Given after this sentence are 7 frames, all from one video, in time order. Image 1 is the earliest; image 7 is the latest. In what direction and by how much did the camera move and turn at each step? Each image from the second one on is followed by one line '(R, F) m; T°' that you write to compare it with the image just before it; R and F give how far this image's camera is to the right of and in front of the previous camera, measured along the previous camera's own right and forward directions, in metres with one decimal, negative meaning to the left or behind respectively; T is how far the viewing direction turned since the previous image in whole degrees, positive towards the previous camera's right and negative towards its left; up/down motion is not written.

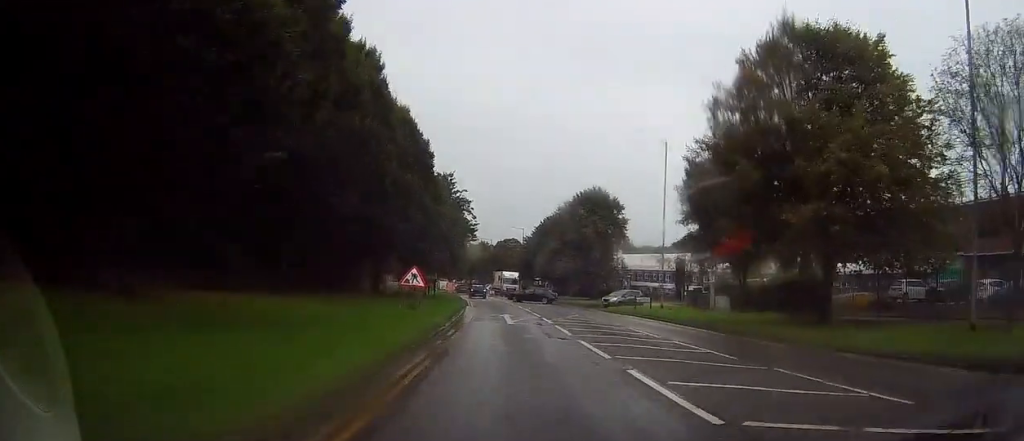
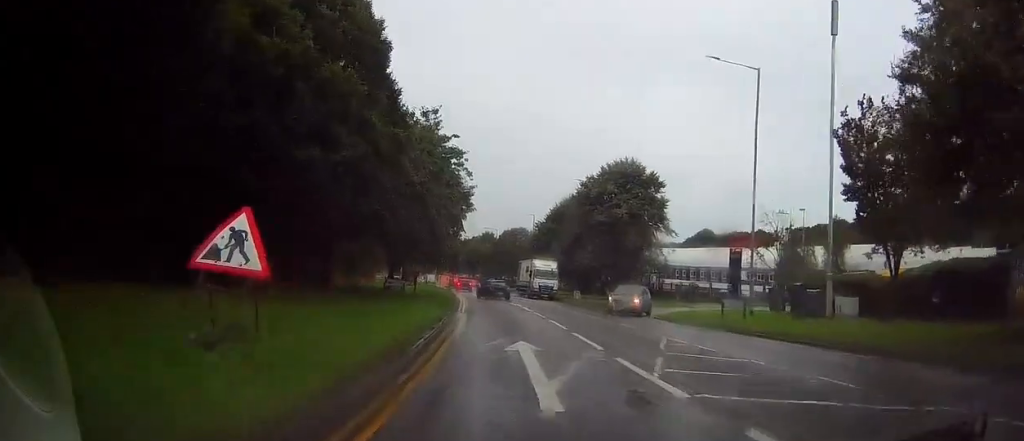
(+0.1, +16.8) m; -1°
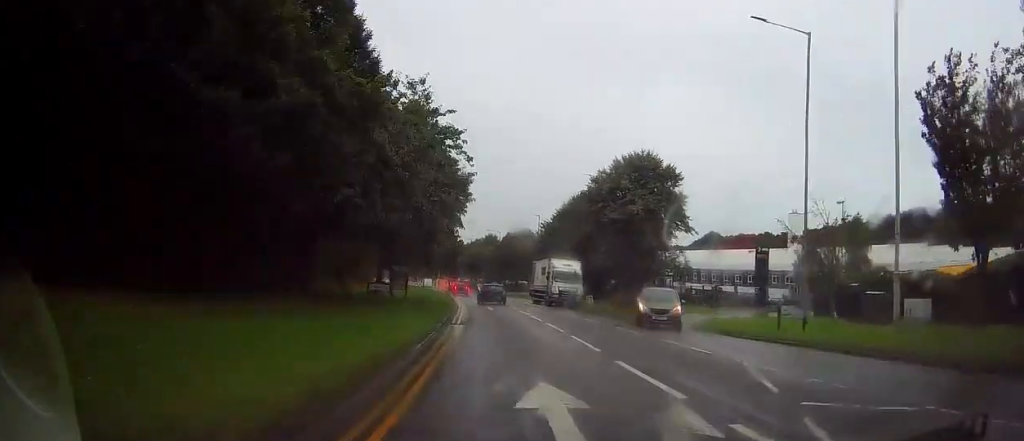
(+0.1, +5.6) m; -2°
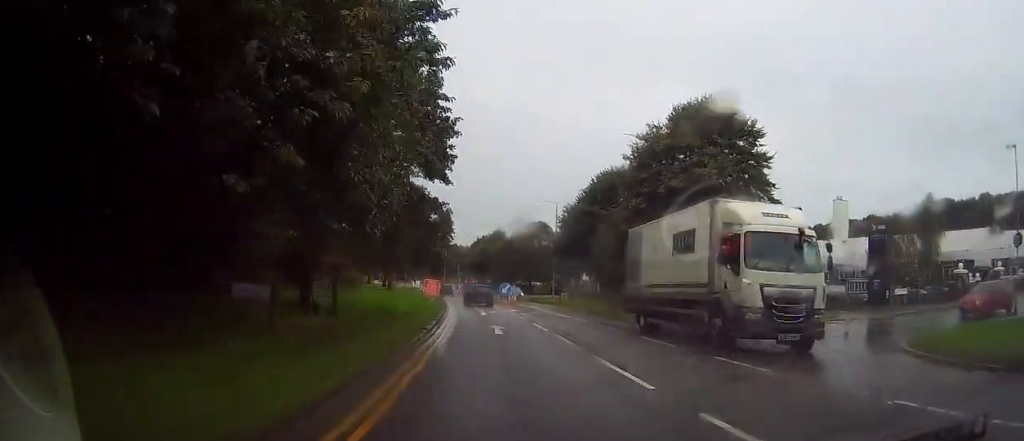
(-0.5, +17.1) m; -1°
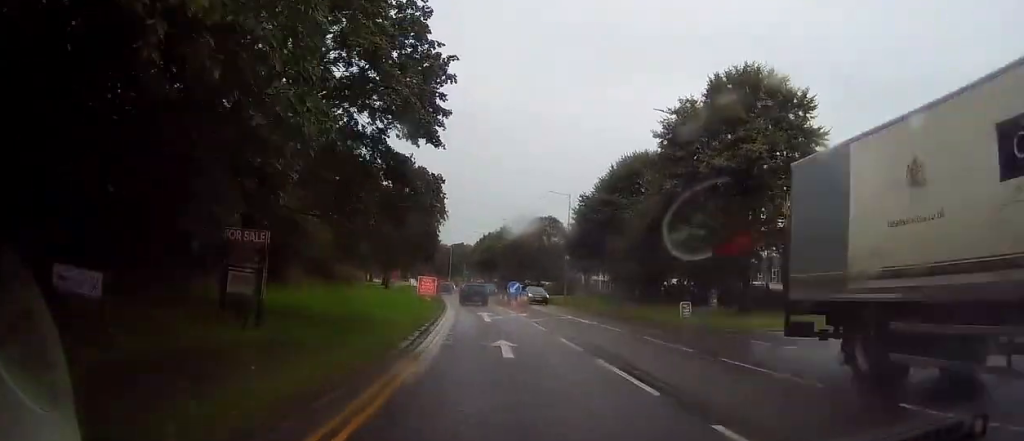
(+0.3, +6.7) m; 0°
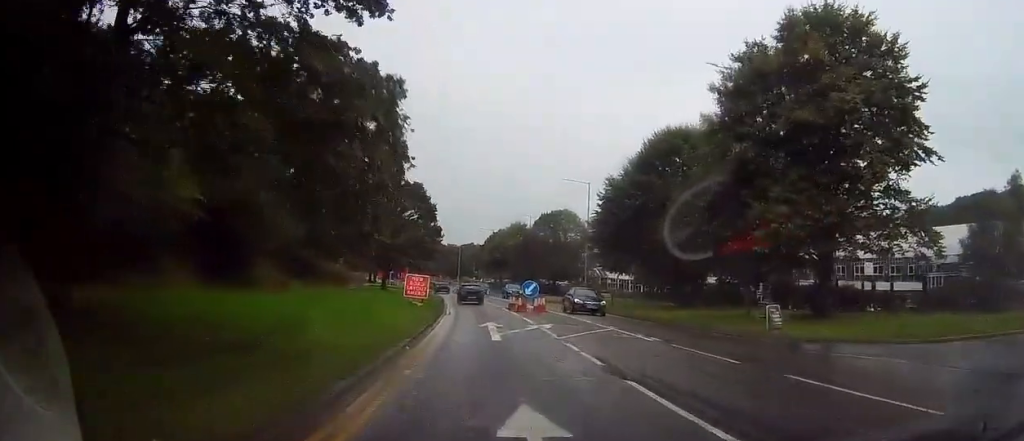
(-0.5, +8.8) m; 0°
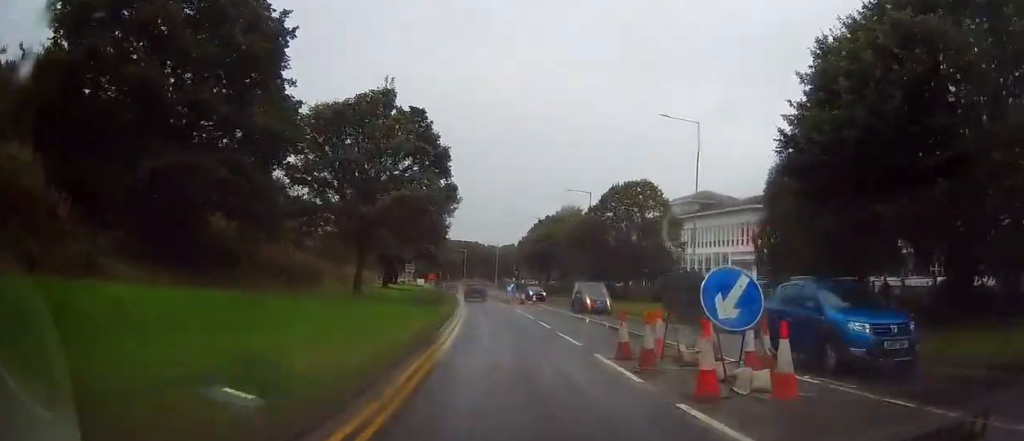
(-0.4, +26.7) m; -3°
